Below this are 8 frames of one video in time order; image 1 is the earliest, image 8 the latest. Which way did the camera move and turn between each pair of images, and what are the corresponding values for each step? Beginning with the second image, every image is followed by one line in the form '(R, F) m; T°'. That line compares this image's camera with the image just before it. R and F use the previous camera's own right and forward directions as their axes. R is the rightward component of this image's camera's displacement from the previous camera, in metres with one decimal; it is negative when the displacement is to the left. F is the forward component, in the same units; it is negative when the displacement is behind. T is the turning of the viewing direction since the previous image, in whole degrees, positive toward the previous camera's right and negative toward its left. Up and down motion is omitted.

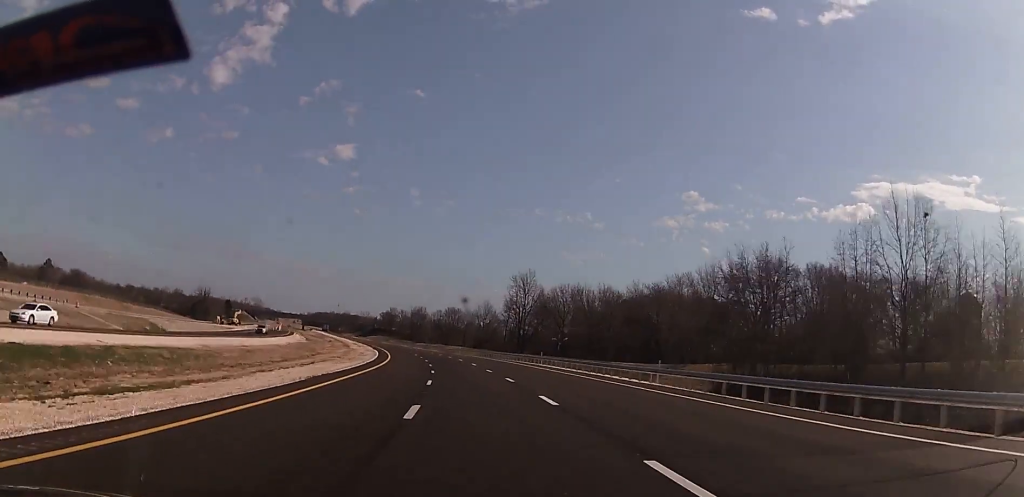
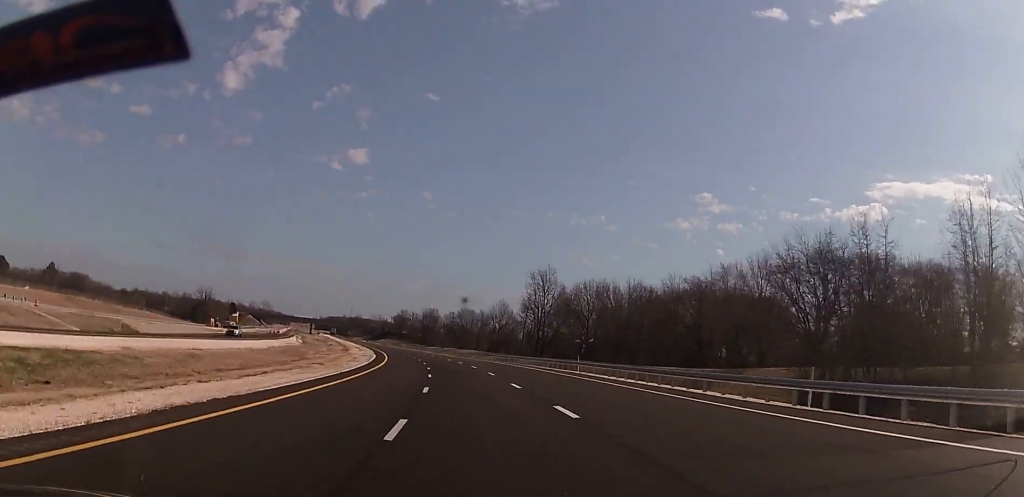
(-0.1, +15.4) m; -2°
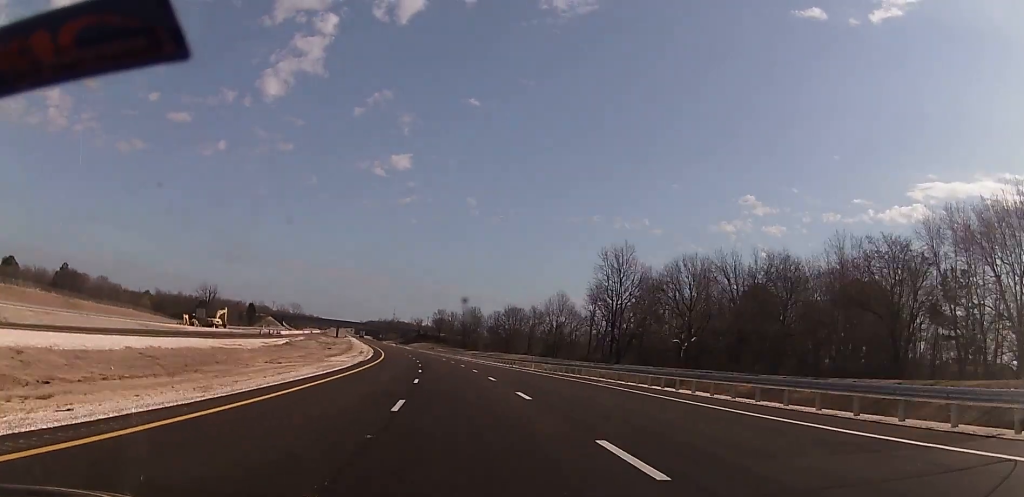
(-1.9, +43.9) m; -4°
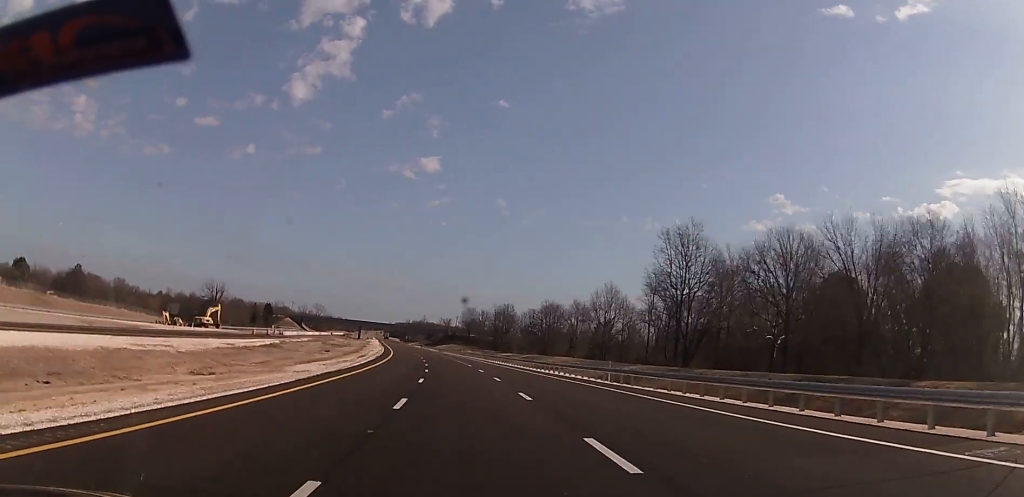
(-0.2, +23.8) m; -2°
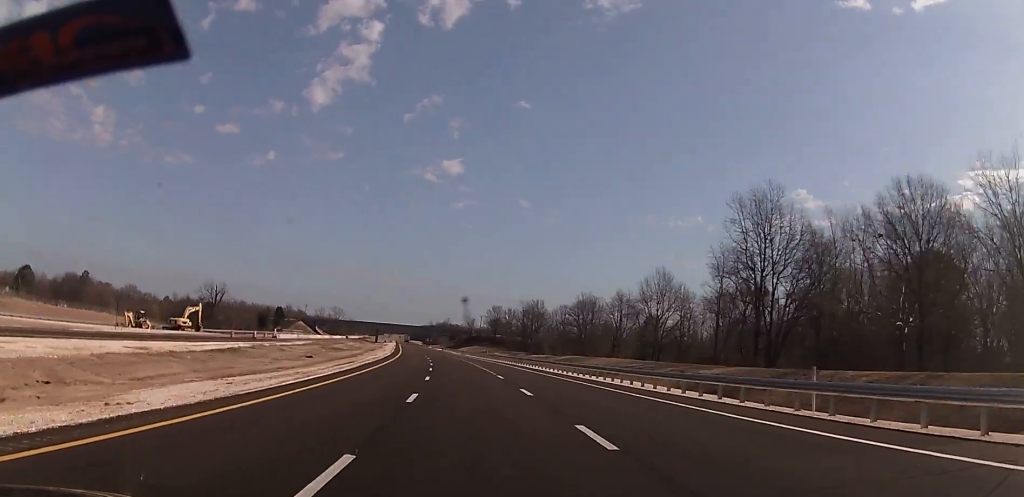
(0.0, +22.6) m; -2°
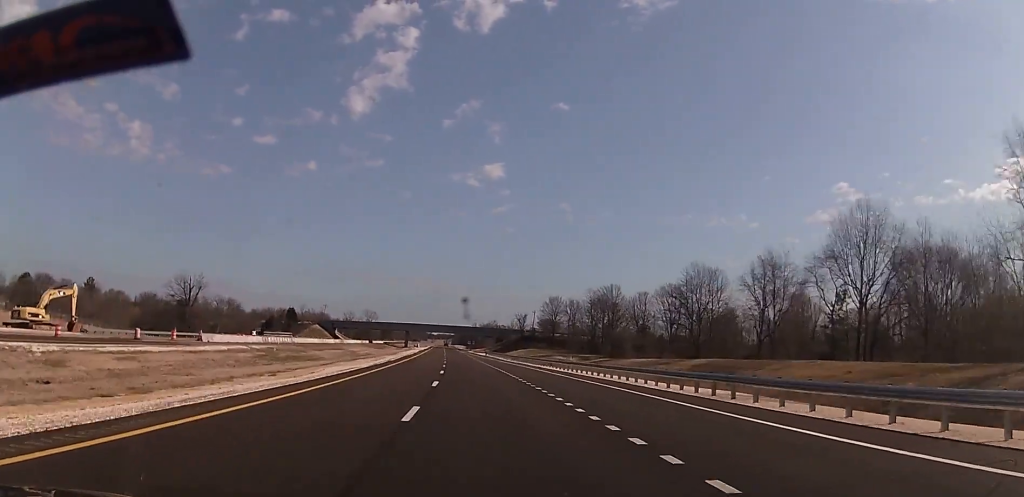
(-2.9, +53.5) m; -5°
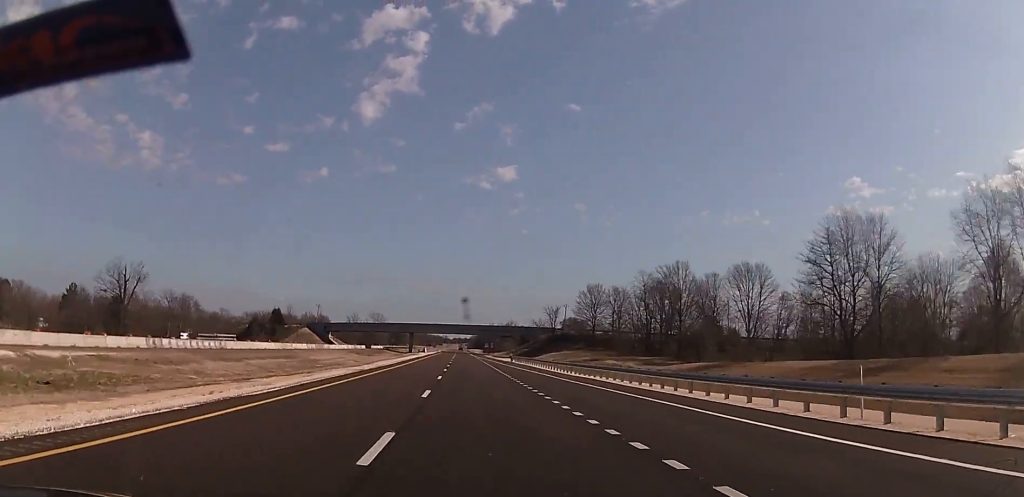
(-1.4, +40.4) m; -3°
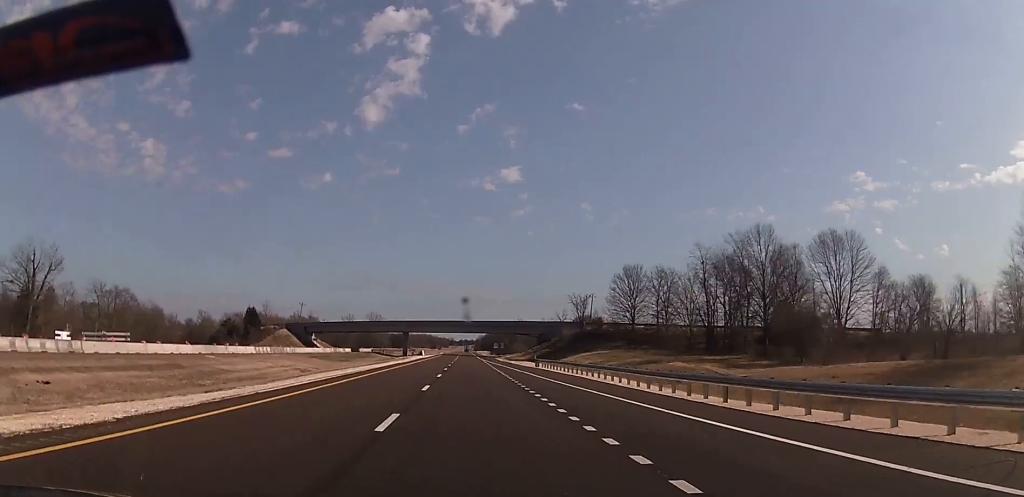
(-0.5, +33.3) m; -1°
